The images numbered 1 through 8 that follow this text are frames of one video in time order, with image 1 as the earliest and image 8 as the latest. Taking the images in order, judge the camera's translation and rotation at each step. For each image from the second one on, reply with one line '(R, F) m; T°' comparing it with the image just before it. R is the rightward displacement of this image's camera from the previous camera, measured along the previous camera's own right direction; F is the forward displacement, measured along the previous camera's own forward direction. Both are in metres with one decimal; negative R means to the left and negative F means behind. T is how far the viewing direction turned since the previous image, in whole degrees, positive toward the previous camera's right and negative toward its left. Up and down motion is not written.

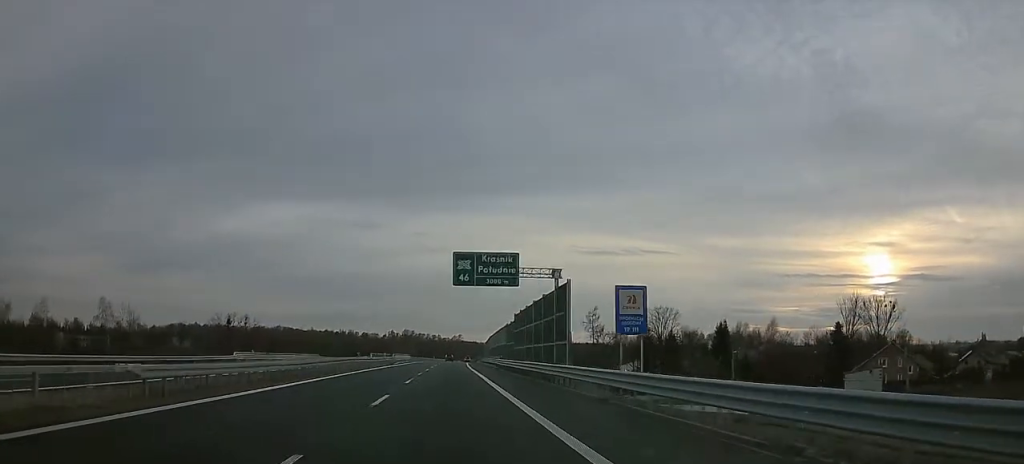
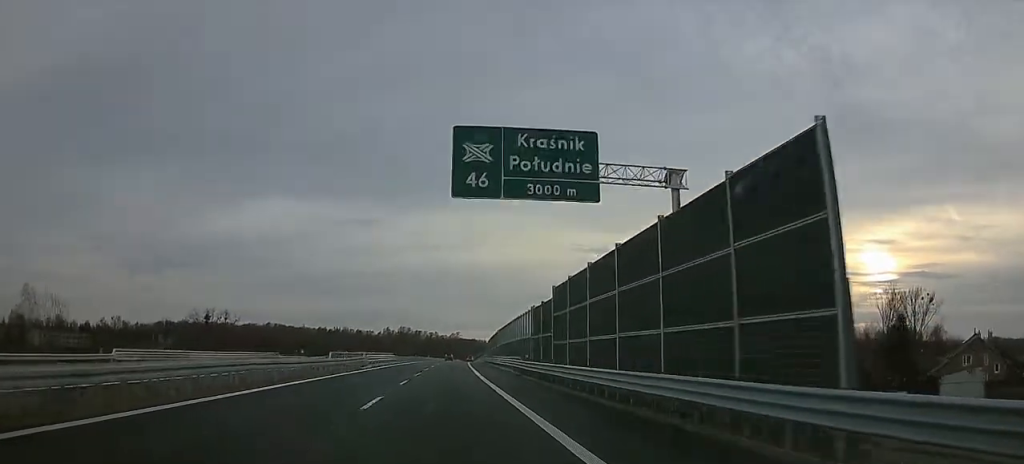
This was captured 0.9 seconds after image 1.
(0.0, +25.8) m; 0°
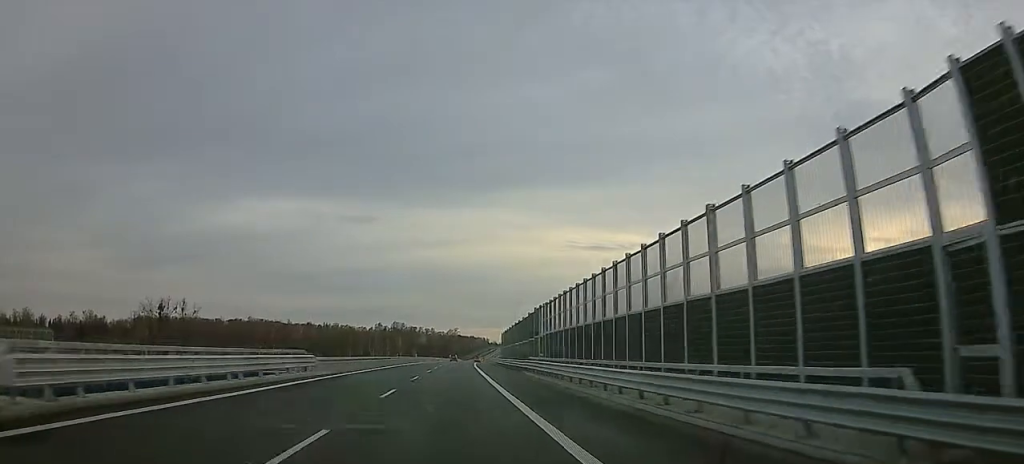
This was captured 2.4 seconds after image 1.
(-0.2, +44.2) m; 0°
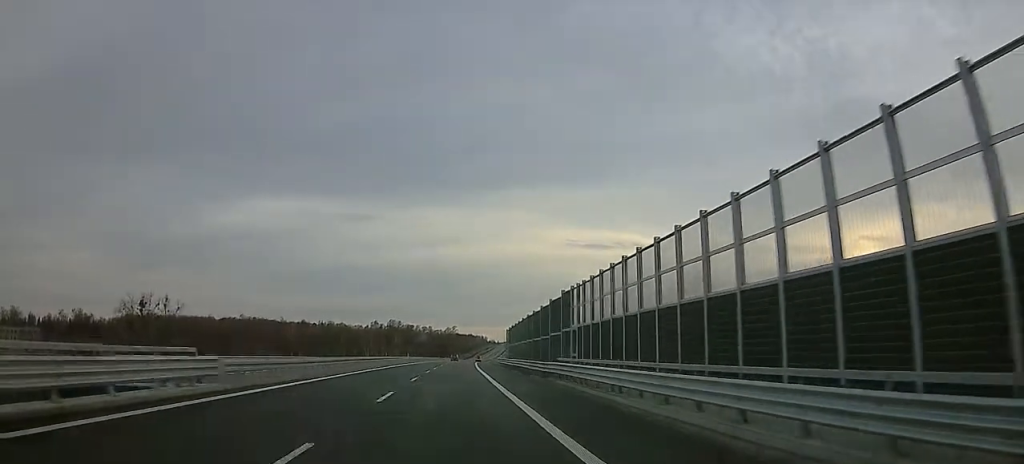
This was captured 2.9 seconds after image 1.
(-0.1, +13.5) m; 0°
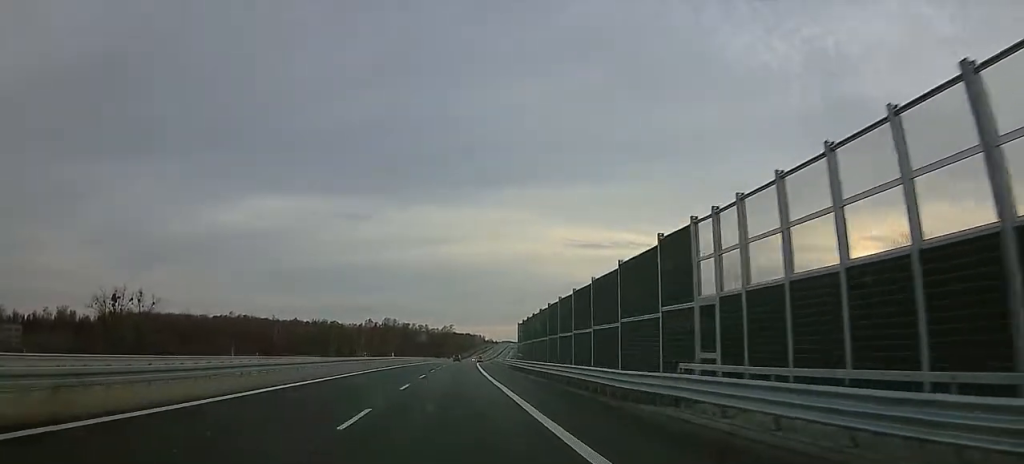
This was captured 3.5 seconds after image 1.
(+0.1, +18.1) m; +1°
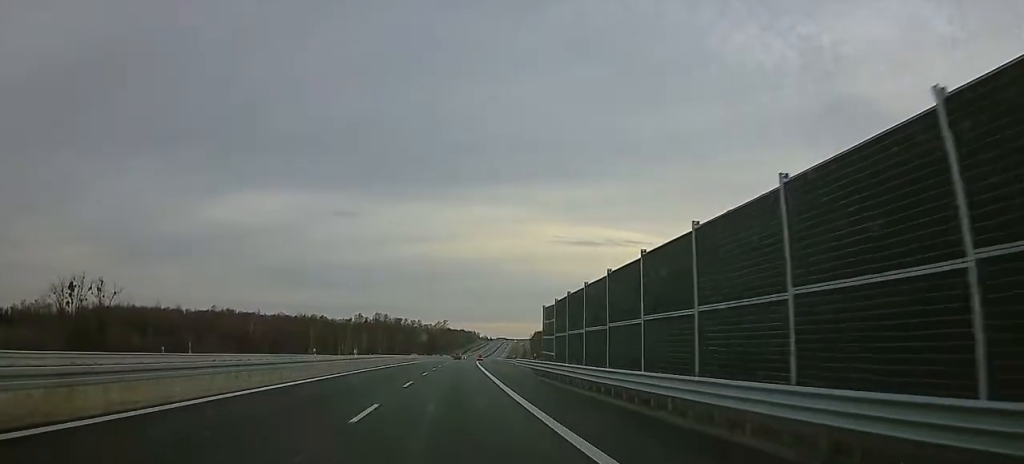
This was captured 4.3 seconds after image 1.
(+0.4, +22.8) m; +1°
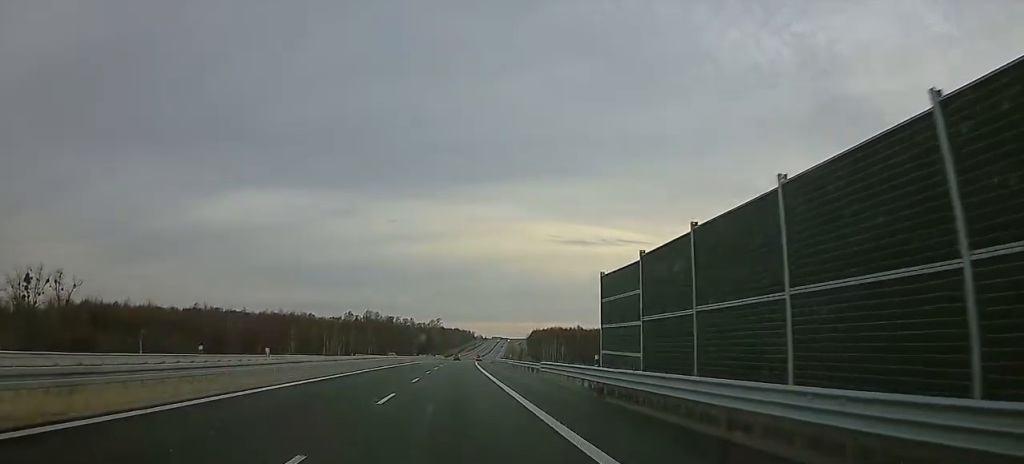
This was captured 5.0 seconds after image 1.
(+0.4, +19.9) m; 0°
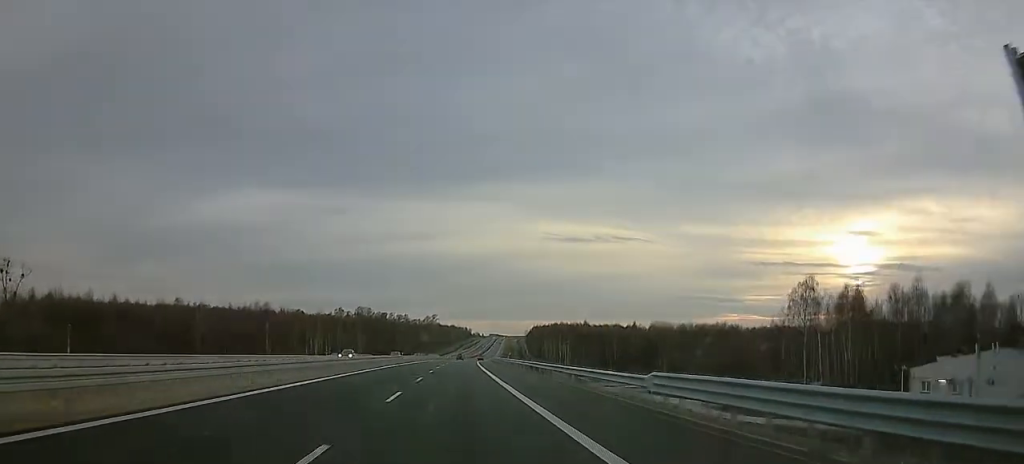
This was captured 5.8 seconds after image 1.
(-0.7, +22.7) m; 0°
